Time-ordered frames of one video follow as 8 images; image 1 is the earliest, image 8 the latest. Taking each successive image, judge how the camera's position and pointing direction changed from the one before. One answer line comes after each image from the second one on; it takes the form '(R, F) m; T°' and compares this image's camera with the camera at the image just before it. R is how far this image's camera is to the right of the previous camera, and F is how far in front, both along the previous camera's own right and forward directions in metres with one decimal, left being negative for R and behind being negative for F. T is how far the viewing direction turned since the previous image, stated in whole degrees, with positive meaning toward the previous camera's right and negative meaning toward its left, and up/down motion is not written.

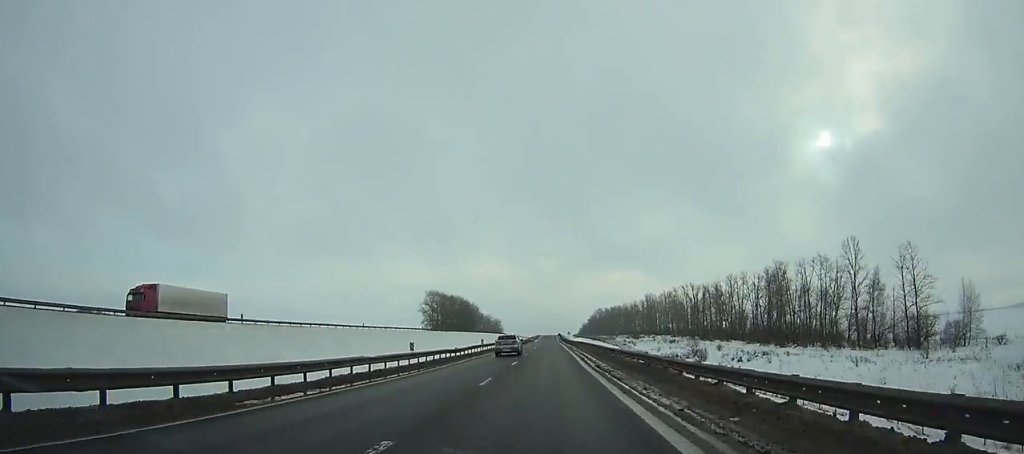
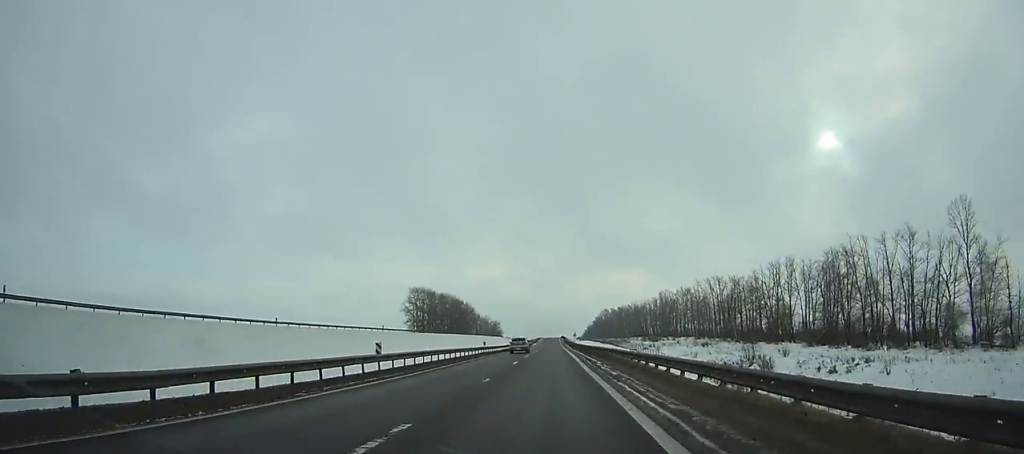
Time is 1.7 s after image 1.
(-0.1, +34.7) m; 0°
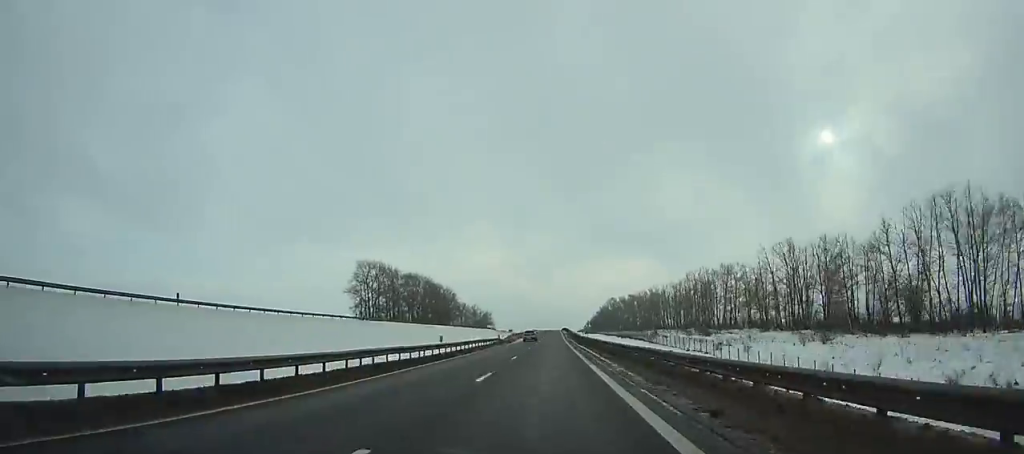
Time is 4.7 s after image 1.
(0.0, +62.7) m; 0°
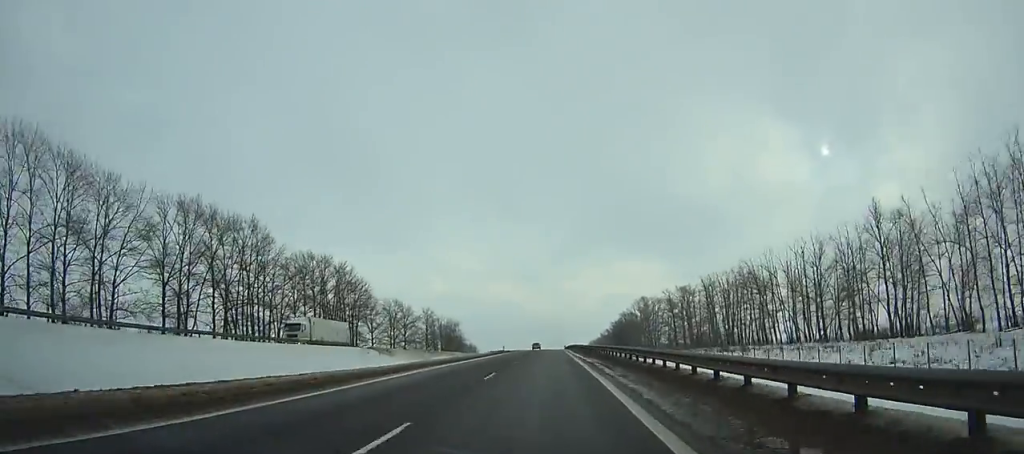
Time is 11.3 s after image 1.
(+1.0, +142.2) m; 0°
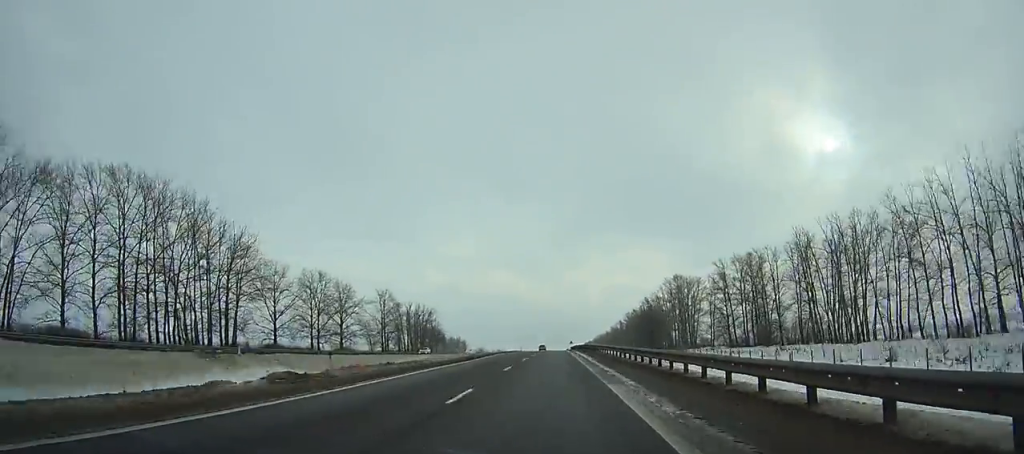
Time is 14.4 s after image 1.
(-0.4, +68.0) m; 0°
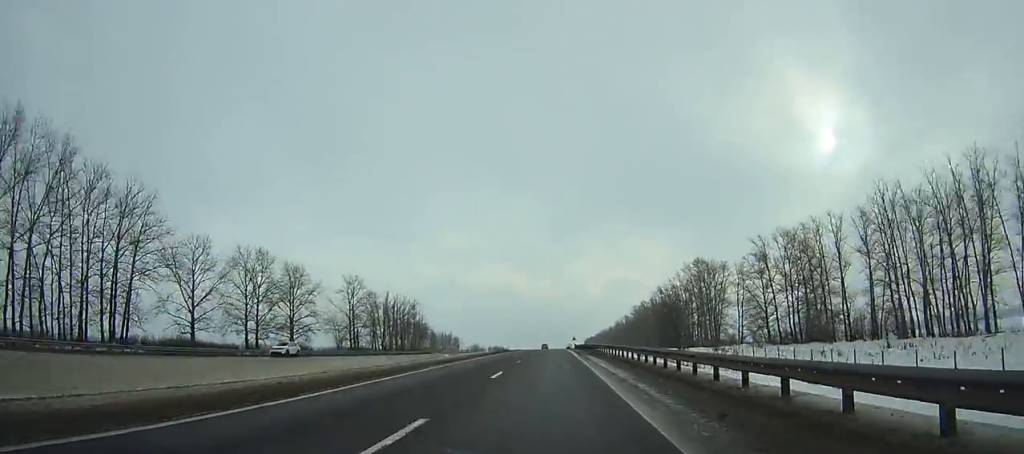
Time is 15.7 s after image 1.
(0.0, +28.8) m; 0°
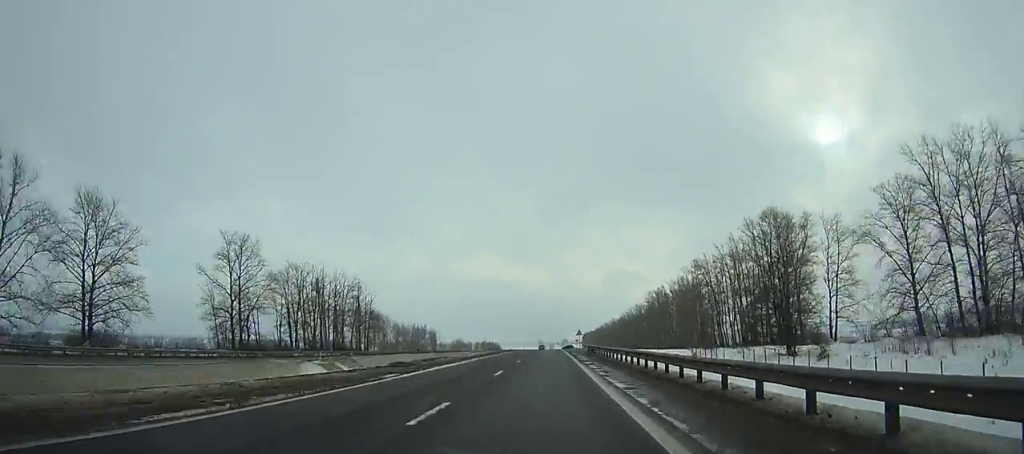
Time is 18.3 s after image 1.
(+0.3, +58.4) m; 0°
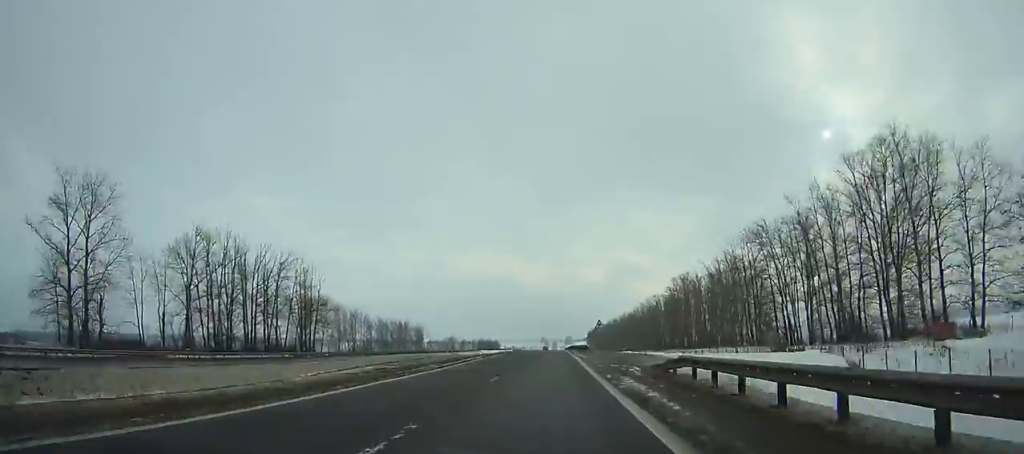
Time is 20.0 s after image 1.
(+0.1, +38.7) m; 0°
